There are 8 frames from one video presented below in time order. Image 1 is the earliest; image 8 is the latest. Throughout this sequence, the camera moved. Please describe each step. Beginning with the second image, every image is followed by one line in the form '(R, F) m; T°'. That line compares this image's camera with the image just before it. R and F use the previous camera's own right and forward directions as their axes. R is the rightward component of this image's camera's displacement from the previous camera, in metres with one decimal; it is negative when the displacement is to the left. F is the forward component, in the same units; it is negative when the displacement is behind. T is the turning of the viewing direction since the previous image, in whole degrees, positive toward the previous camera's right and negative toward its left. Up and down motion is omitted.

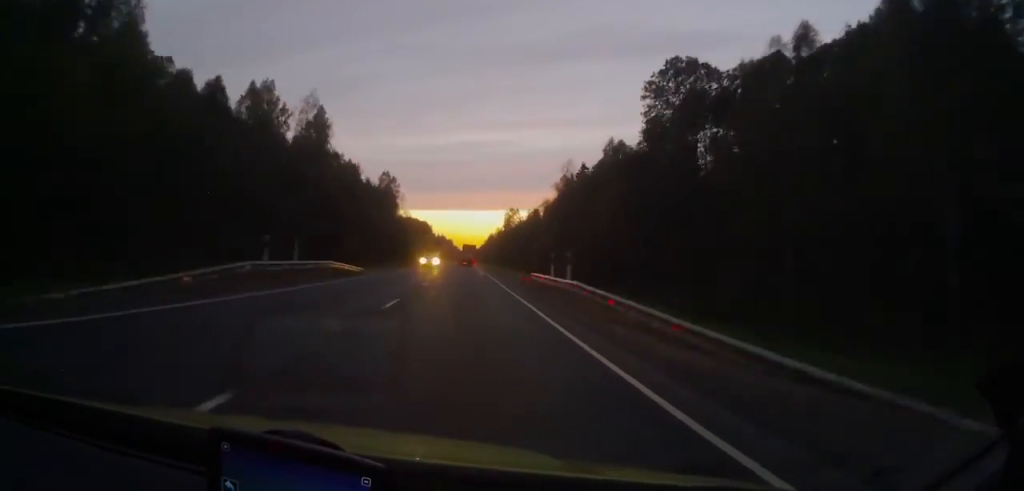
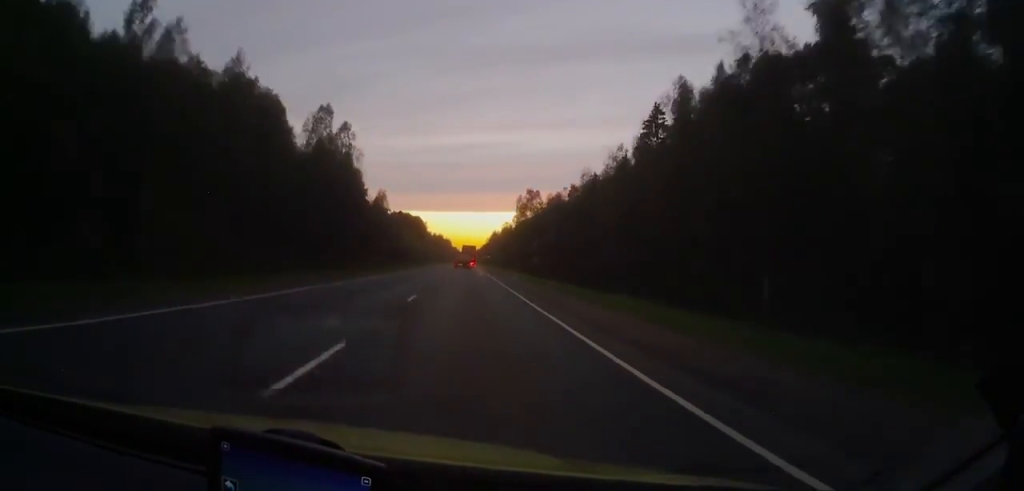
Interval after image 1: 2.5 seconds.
(+0.2, +70.2) m; 0°
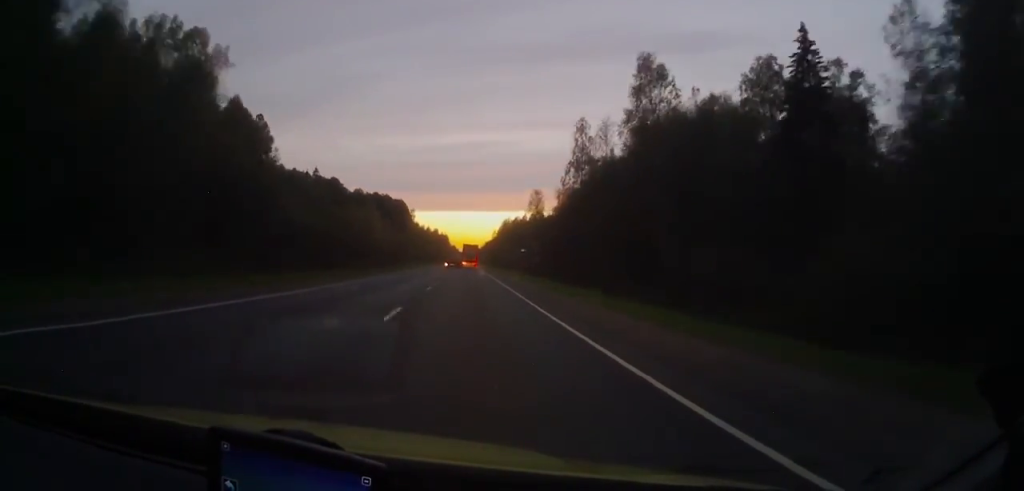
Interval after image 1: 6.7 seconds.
(-0.5, +114.2) m; 0°
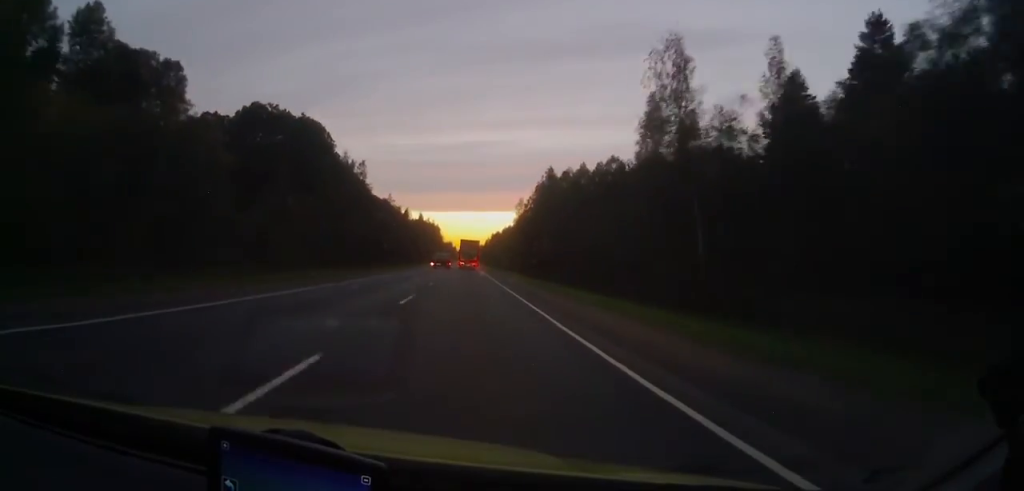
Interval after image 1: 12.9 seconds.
(+0.4, +173.6) m; 0°
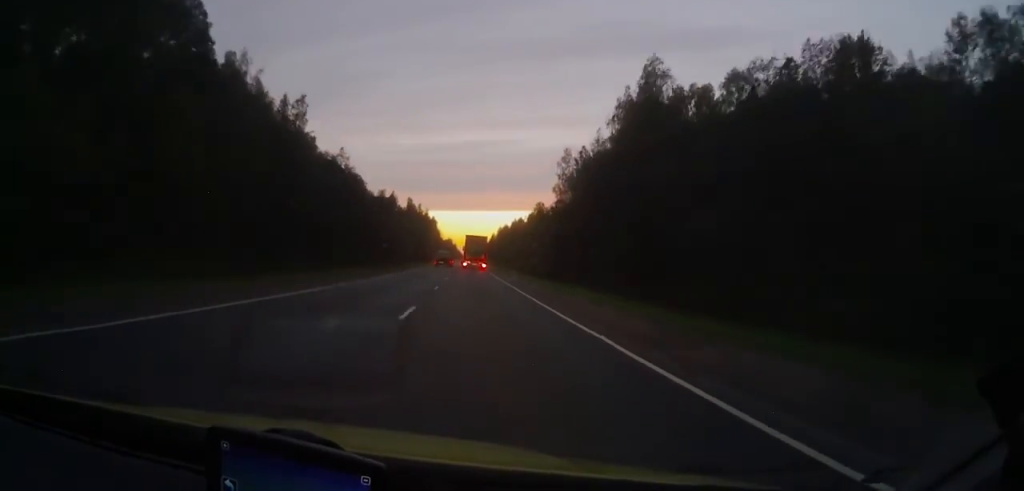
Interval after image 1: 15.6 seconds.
(-0.2, +73.3) m; 0°
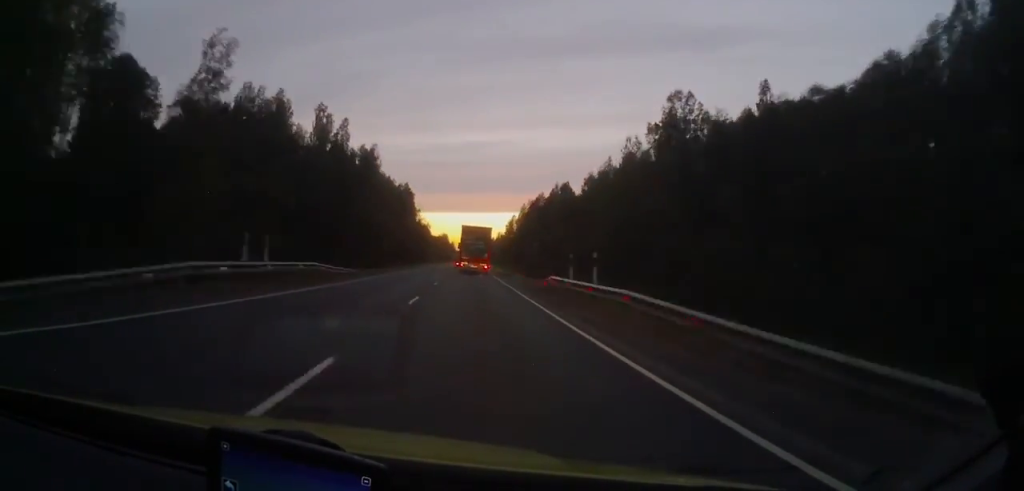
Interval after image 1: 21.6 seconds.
(-0.4, +160.4) m; 0°
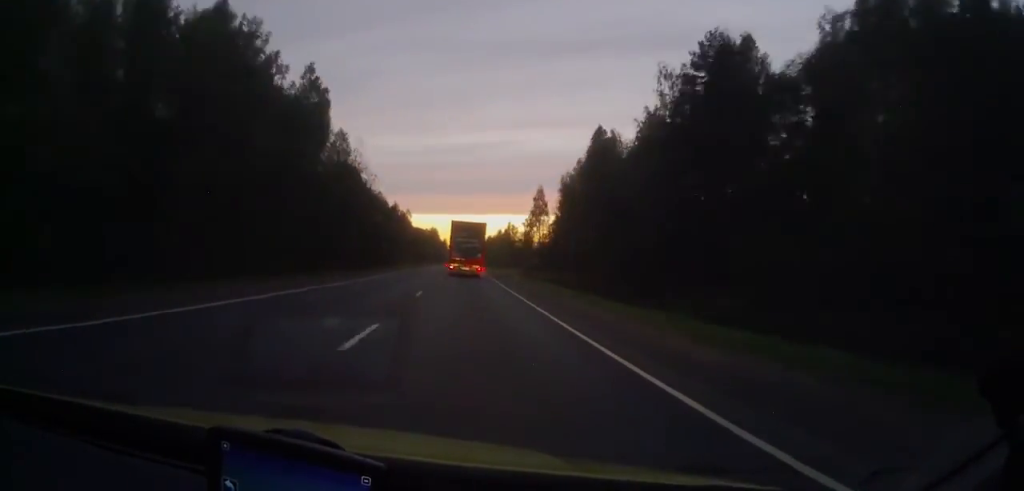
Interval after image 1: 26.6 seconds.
(+0.3, +127.2) m; 0°
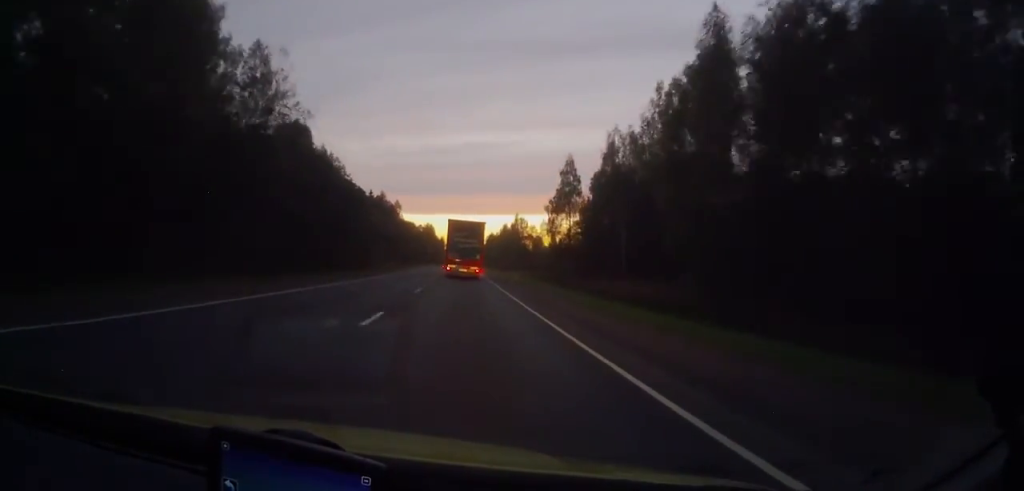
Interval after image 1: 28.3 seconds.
(+0.1, +44.3) m; 0°
